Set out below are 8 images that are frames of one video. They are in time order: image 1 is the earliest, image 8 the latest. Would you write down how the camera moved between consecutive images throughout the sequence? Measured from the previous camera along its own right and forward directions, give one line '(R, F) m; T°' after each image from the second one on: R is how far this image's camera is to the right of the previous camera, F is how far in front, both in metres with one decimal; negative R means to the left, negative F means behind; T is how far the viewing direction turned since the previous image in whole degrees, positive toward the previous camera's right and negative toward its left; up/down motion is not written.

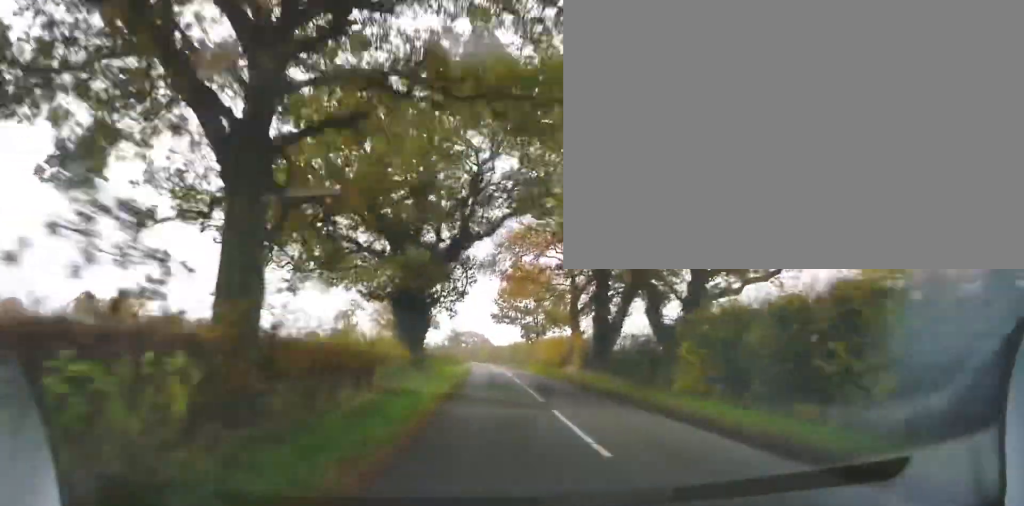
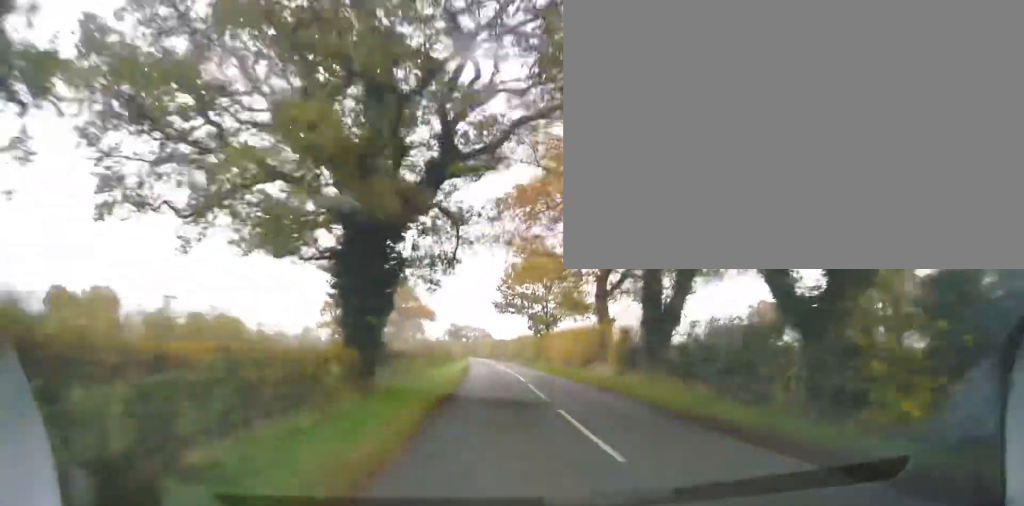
(-0.2, +9.4) m; -1°
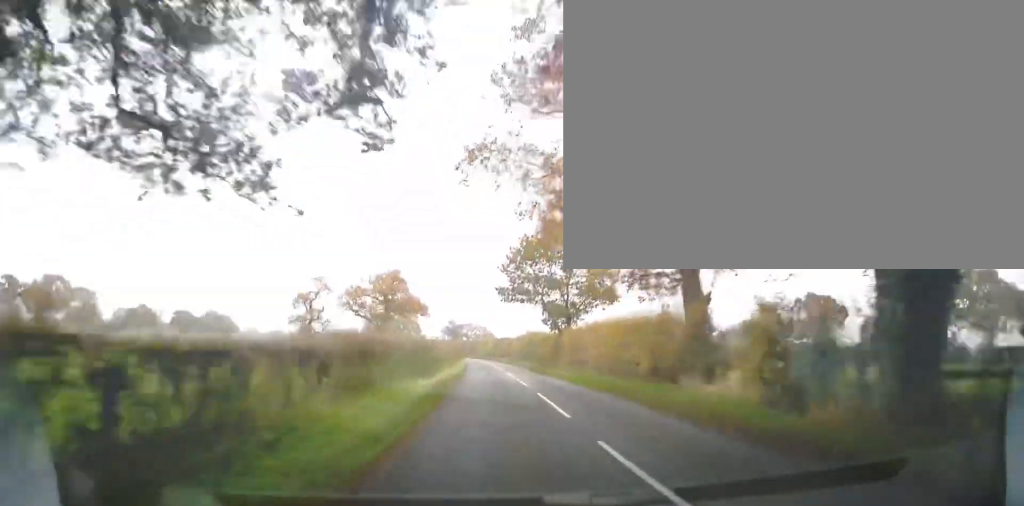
(-0.3, +13.7) m; -1°
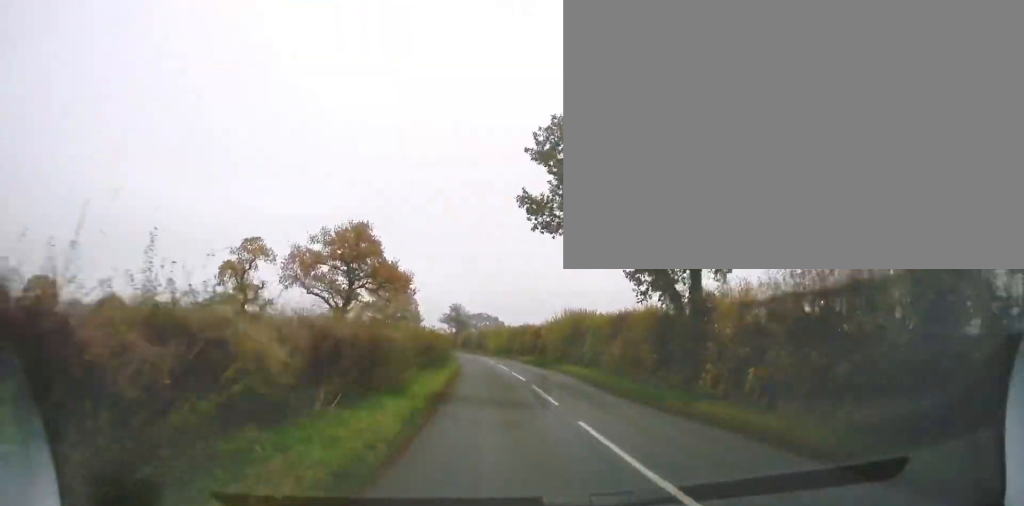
(-0.1, +25.6) m; -2°
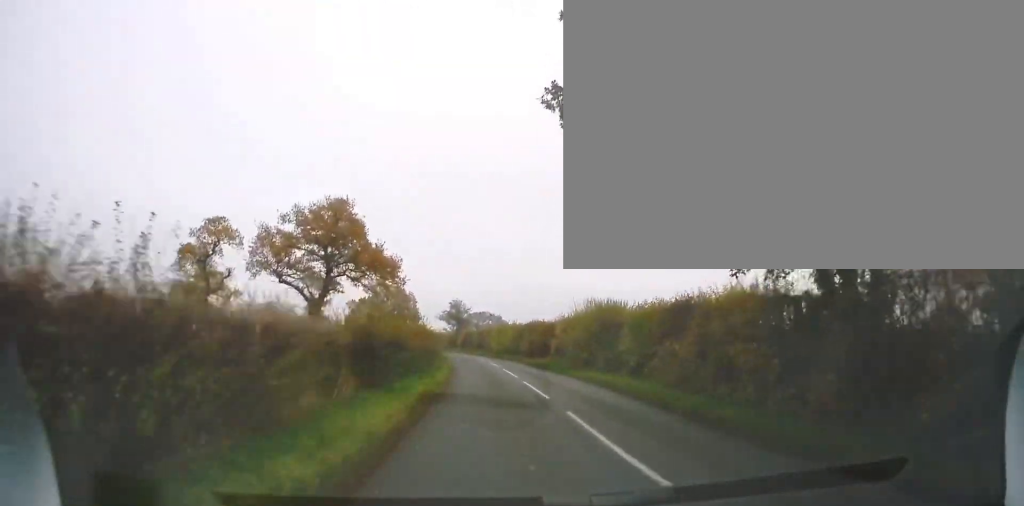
(-0.1, +8.2) m; 0°
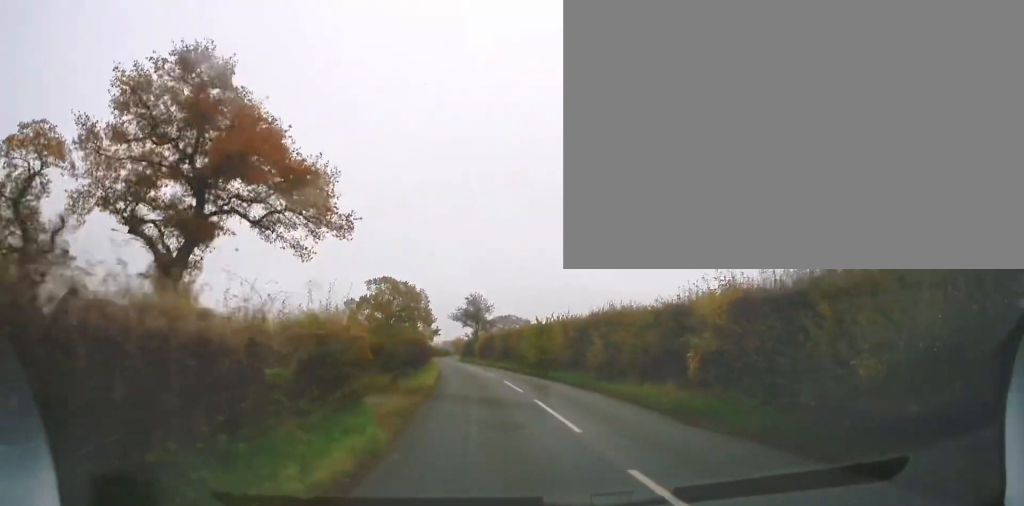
(+0.5, +23.3) m; 0°
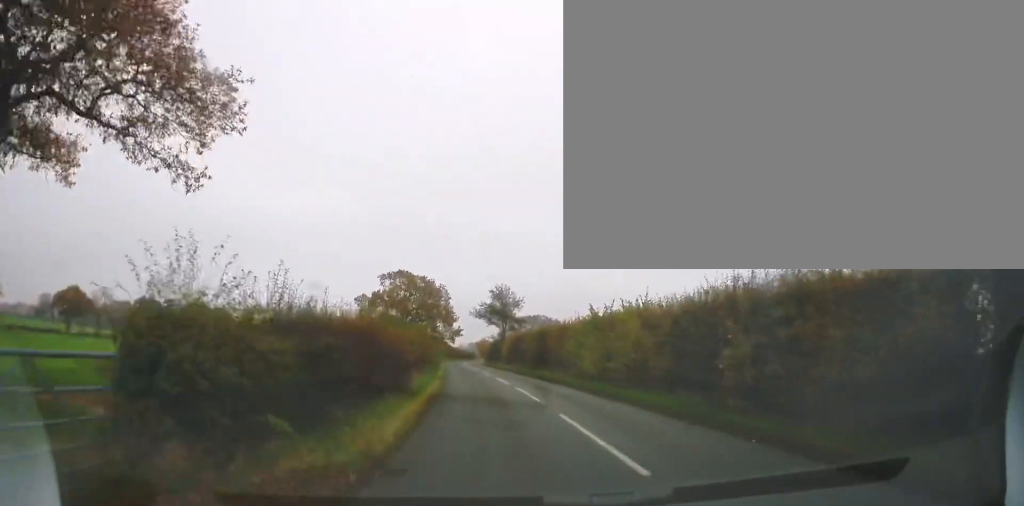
(-0.5, +12.1) m; -3°
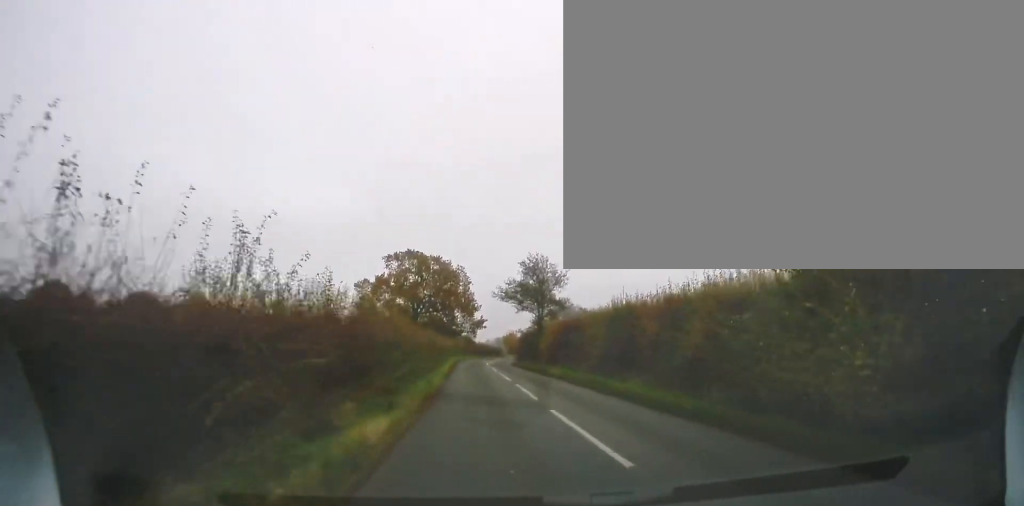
(-0.5, +17.8) m; -4°
